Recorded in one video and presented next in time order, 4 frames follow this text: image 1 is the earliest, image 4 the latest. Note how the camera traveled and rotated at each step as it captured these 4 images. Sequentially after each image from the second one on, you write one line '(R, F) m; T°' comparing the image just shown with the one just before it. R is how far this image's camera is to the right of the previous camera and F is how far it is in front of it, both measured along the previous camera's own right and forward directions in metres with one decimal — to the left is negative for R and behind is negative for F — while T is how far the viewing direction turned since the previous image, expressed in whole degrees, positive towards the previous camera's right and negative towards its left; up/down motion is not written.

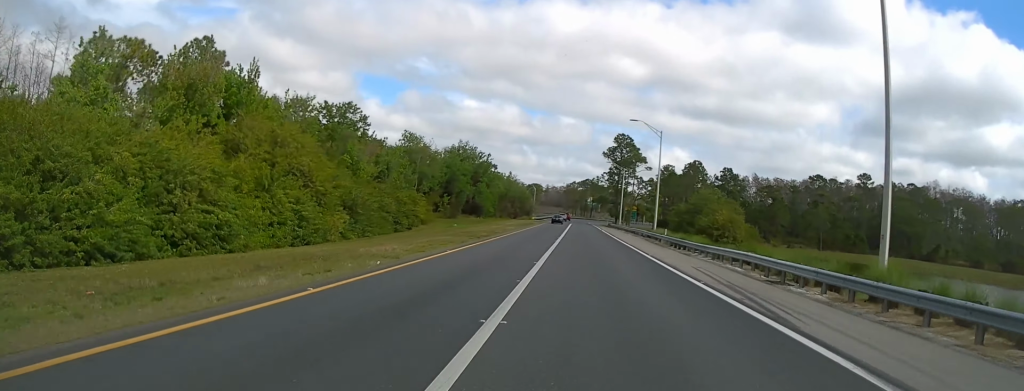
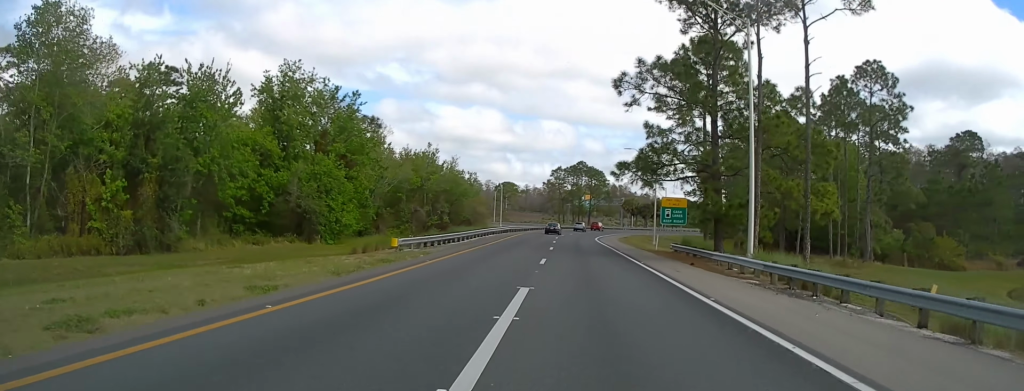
(-0.1, +95.1) m; +1°
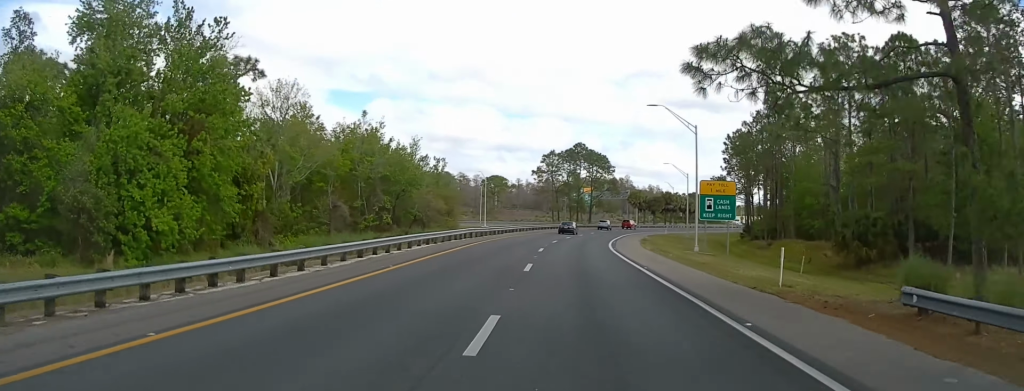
(+0.5, +29.2) m; +2°
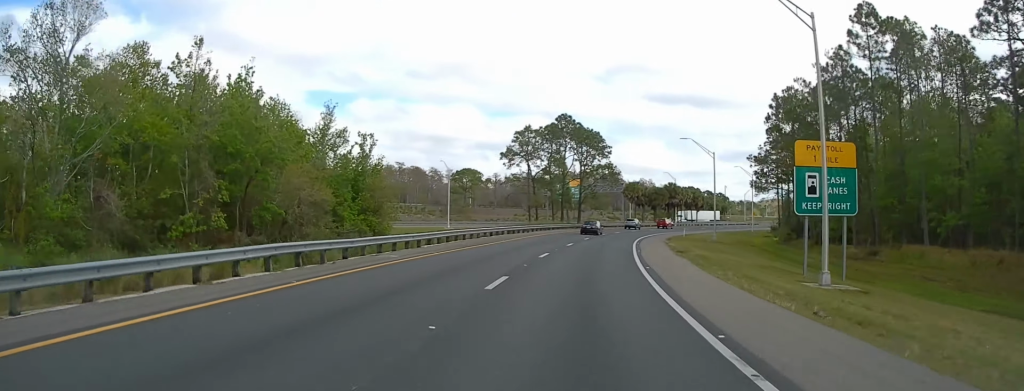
(+0.7, +30.1) m; +4°
